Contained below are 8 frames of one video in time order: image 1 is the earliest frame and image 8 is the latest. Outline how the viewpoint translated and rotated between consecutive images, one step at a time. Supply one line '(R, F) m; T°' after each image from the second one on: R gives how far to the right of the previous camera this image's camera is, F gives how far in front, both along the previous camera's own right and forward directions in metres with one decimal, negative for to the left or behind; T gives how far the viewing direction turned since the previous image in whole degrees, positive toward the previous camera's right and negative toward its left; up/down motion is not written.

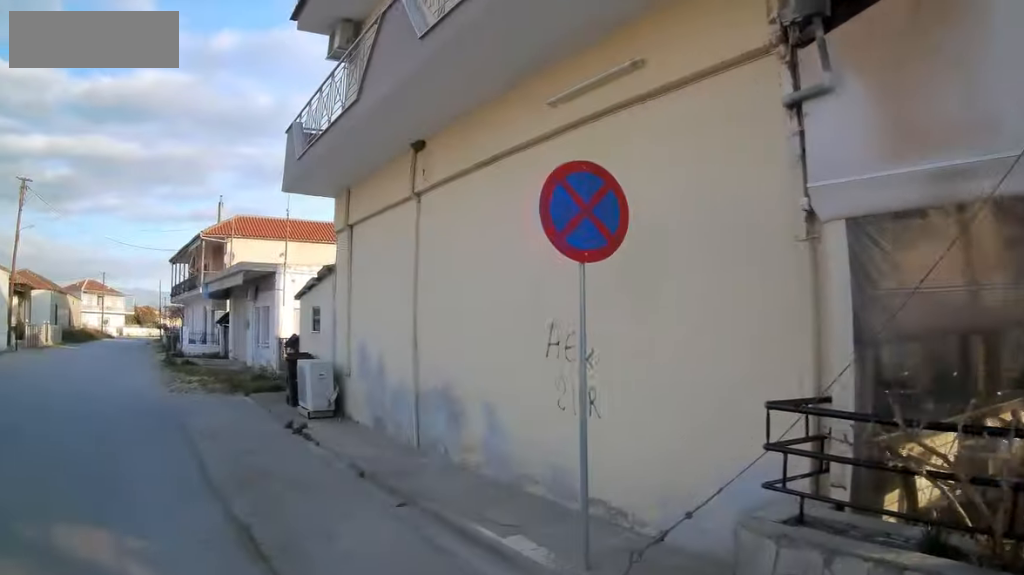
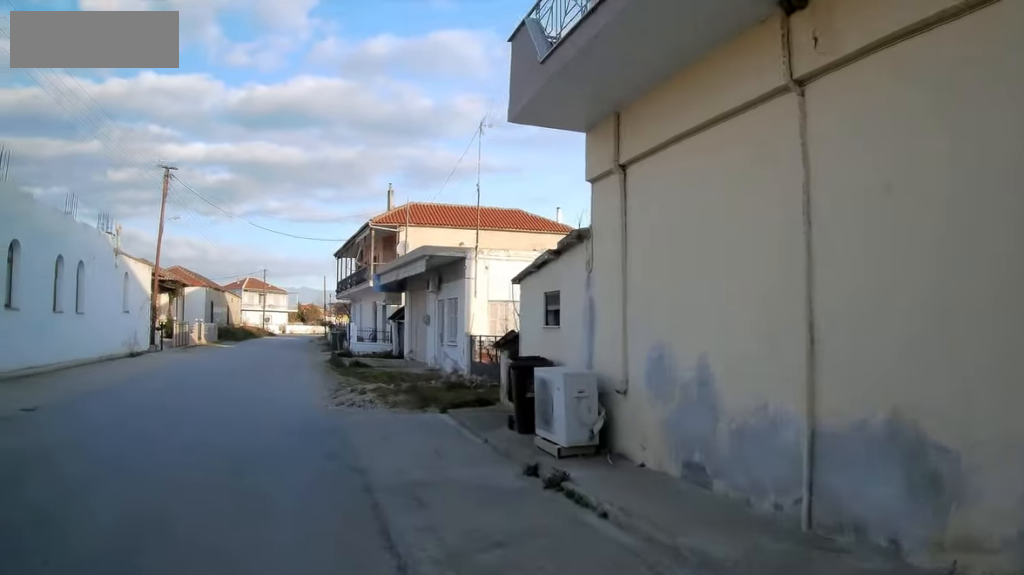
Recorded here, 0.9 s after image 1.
(-0.7, +3.1) m; -20°
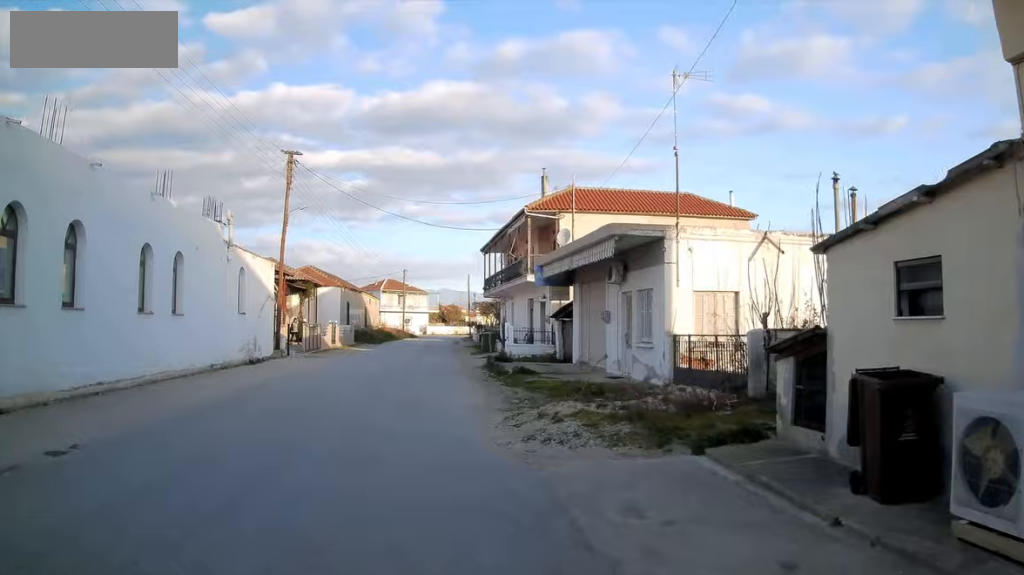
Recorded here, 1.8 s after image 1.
(-0.5, +3.5) m; -8°
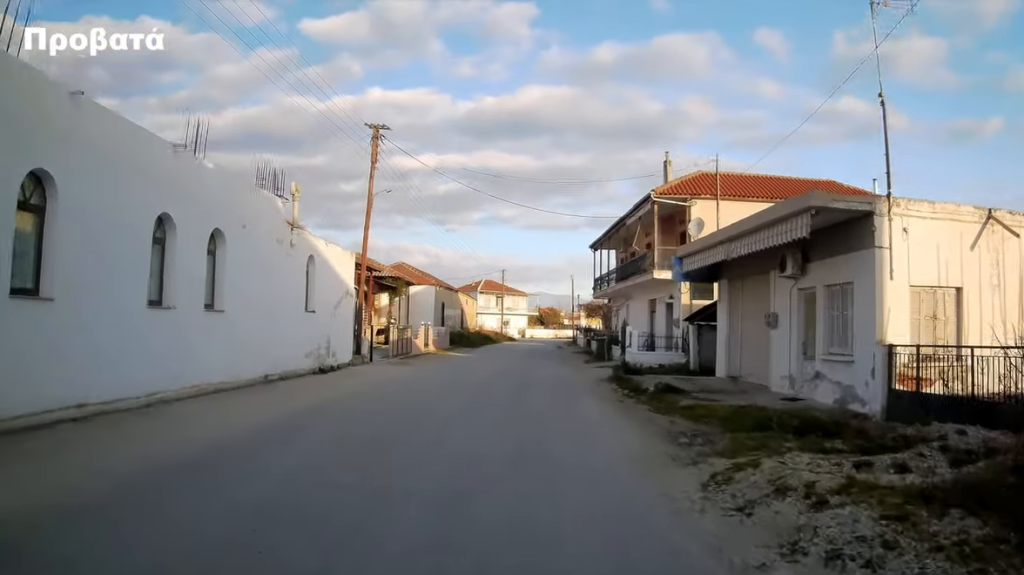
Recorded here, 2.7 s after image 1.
(0.0, +4.3) m; -2°
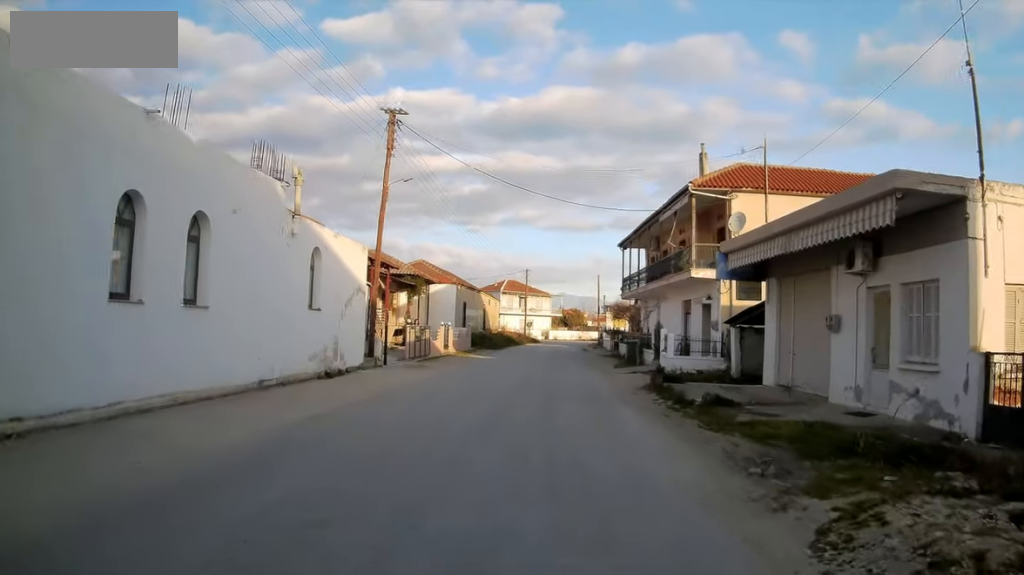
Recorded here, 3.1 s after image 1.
(-0.1, +1.9) m; -1°
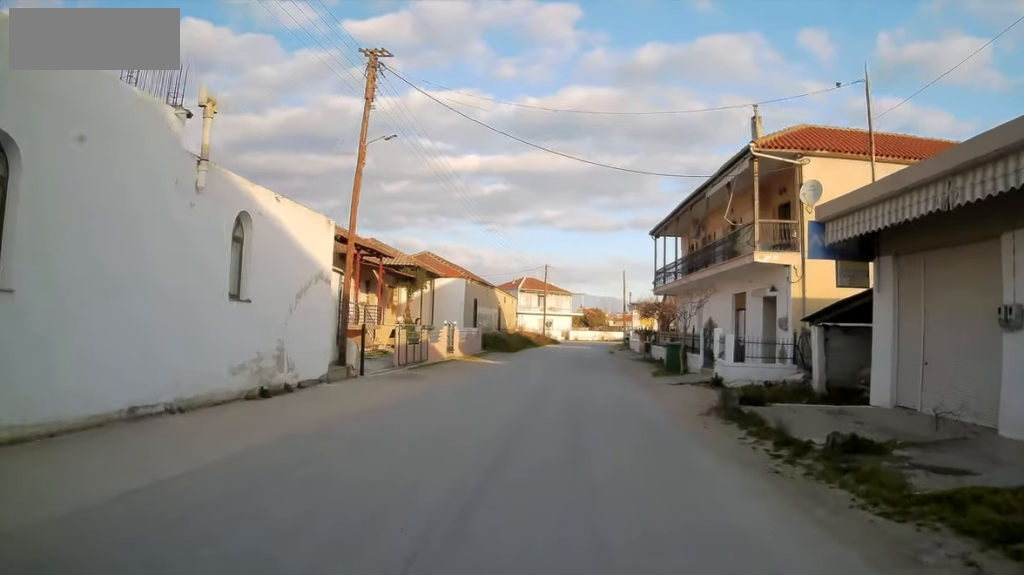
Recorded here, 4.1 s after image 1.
(-0.1, +5.0) m; -2°
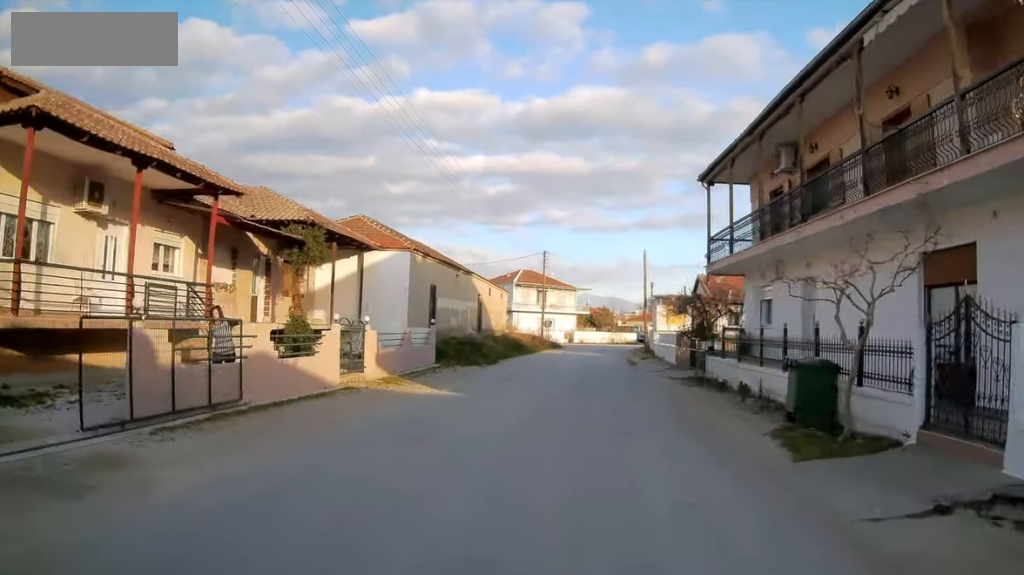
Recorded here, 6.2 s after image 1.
(-0.3, +12.5) m; -1°
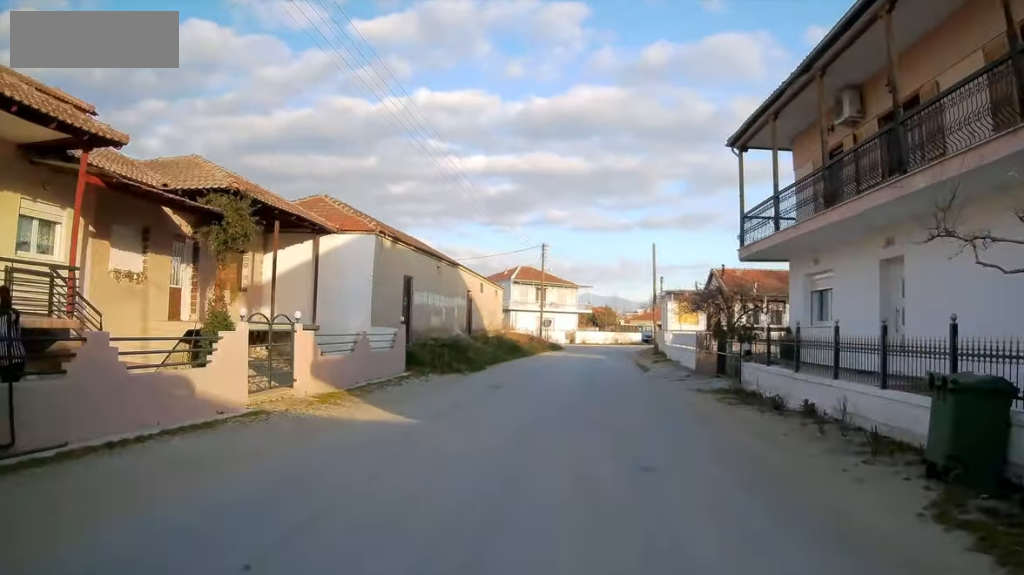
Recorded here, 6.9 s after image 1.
(0.0, +4.4) m; +1°
